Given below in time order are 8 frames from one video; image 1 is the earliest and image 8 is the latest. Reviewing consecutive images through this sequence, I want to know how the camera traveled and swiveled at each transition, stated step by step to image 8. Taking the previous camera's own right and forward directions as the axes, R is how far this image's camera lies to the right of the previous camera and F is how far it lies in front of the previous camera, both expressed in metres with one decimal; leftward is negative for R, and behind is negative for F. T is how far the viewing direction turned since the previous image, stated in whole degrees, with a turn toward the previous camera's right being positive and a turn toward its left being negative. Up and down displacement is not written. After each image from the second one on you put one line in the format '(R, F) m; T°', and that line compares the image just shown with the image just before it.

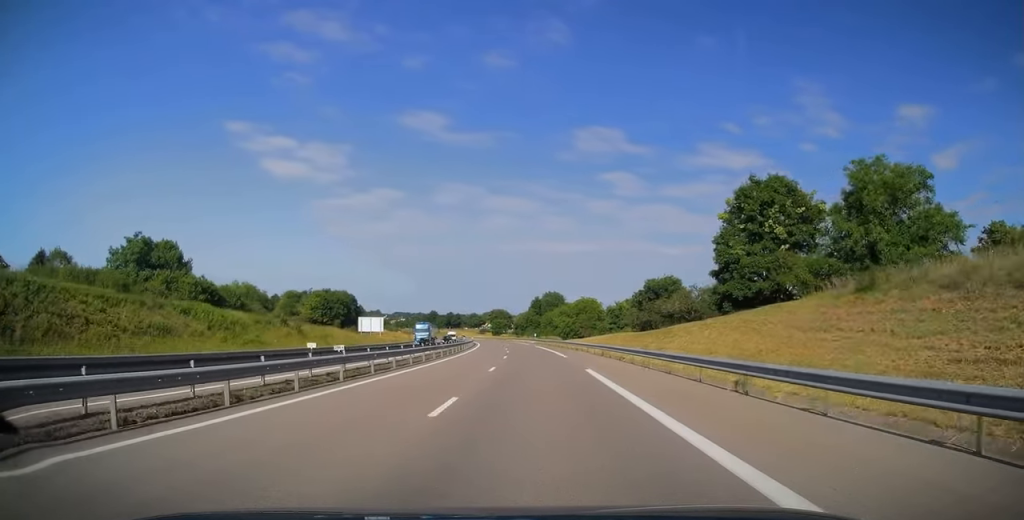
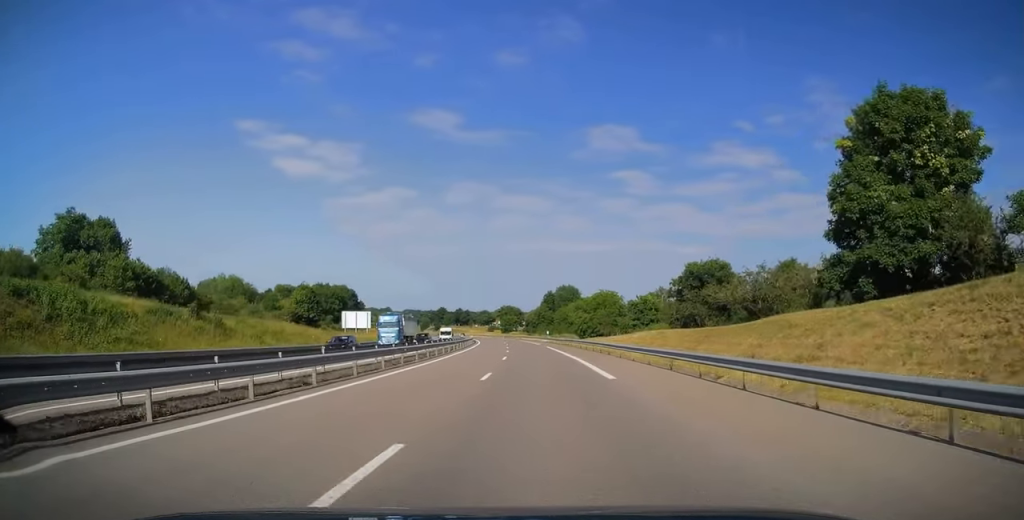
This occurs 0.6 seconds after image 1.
(-0.2, +19.1) m; -1°
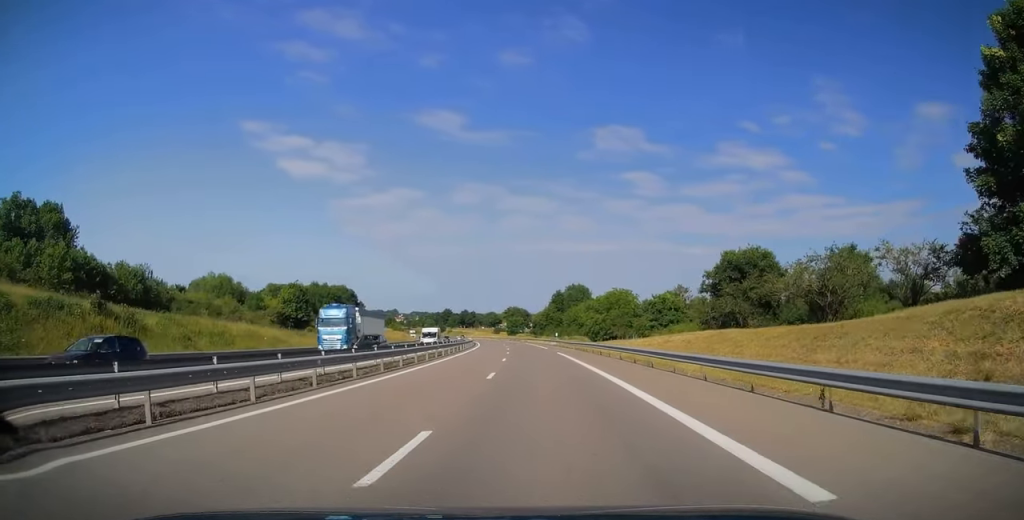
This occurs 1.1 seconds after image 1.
(0.0, +12.2) m; -1°
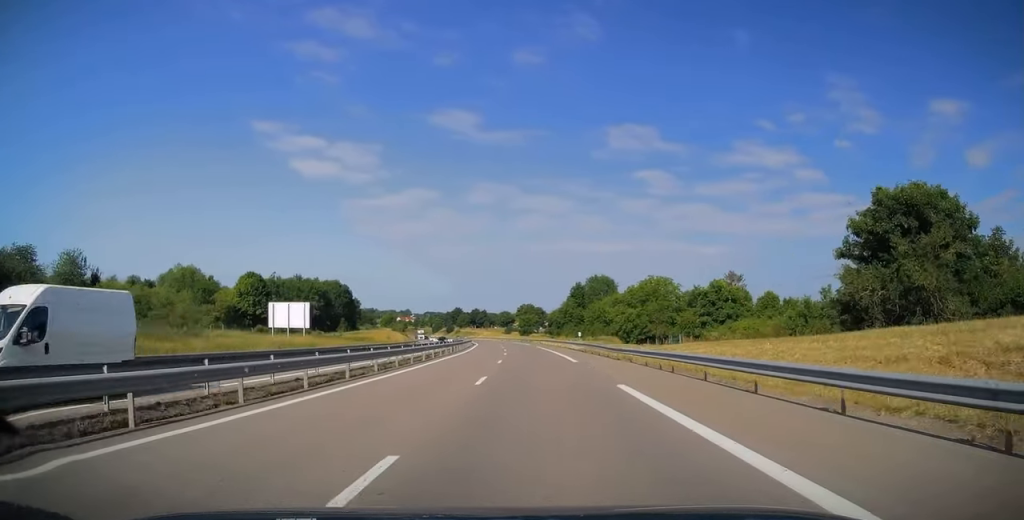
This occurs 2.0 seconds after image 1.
(-0.4, +28.4) m; -2°
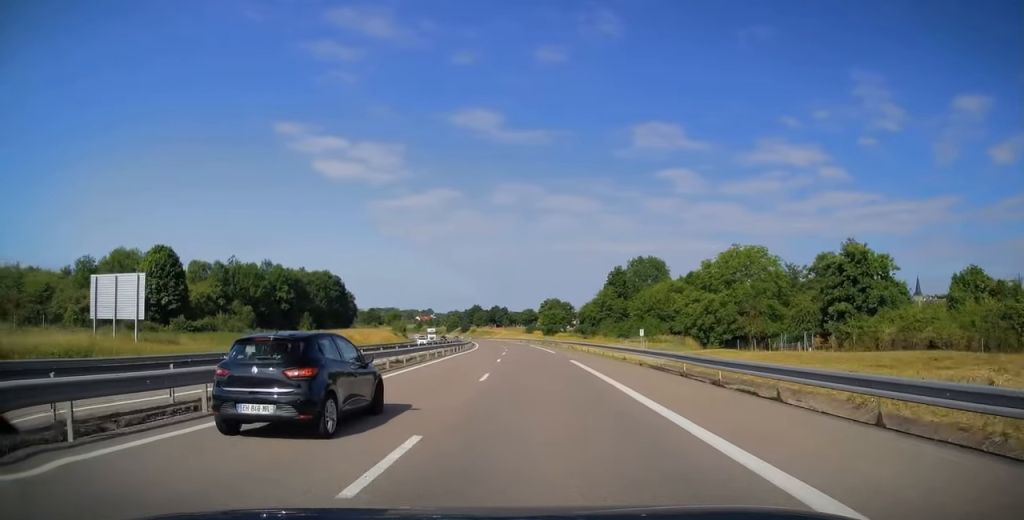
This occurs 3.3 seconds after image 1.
(-1.0, +37.7) m; -2°
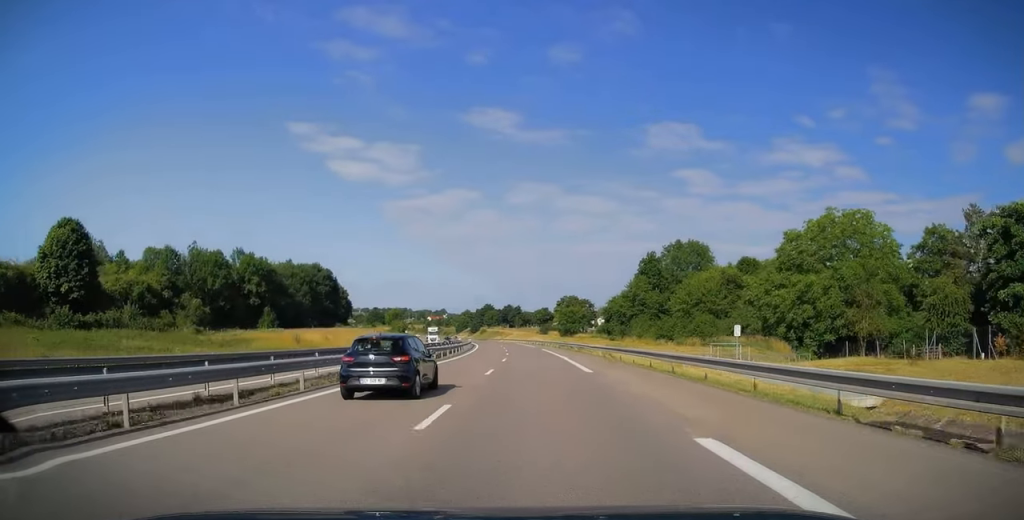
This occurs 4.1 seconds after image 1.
(-0.1, +22.5) m; -1°
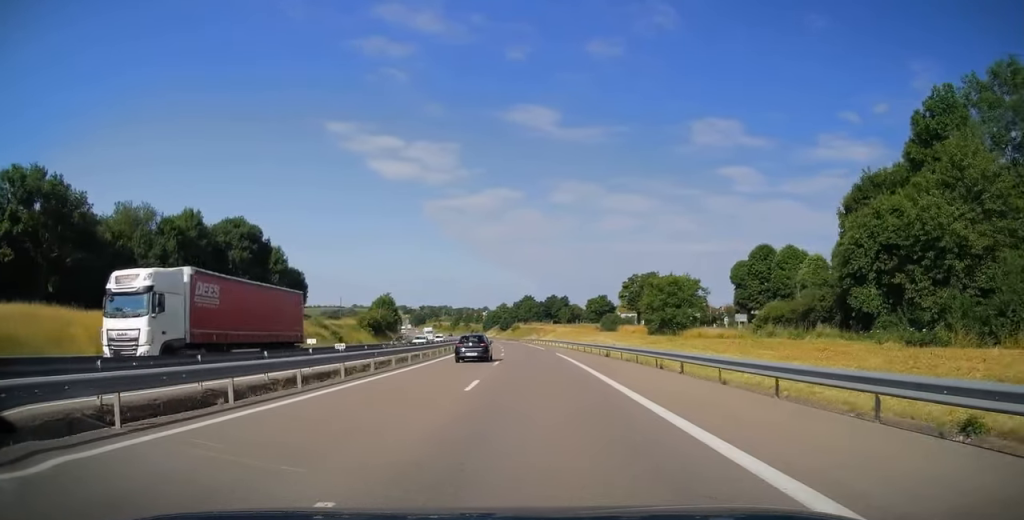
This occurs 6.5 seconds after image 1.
(-3.9, +72.5) m; -5°
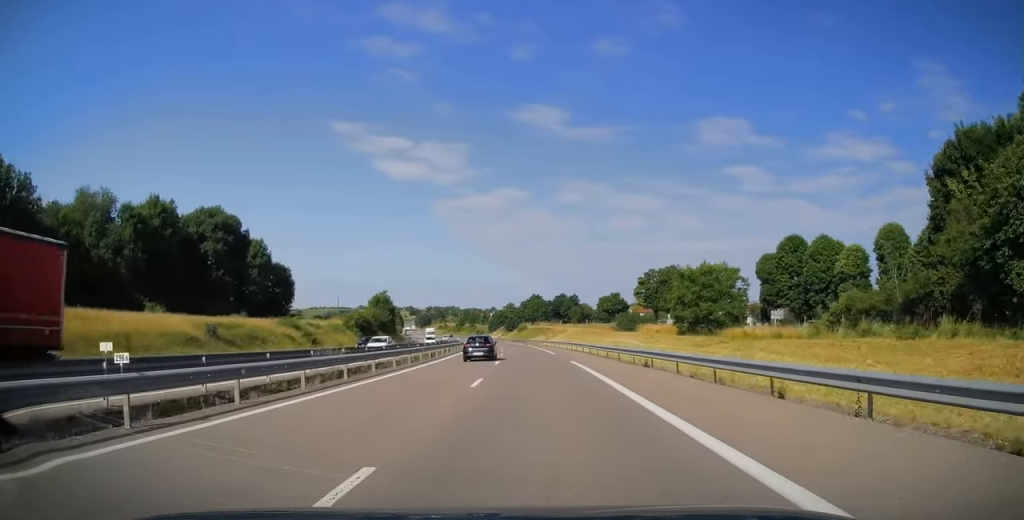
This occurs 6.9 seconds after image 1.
(0.0, +11.8) m; -1°
